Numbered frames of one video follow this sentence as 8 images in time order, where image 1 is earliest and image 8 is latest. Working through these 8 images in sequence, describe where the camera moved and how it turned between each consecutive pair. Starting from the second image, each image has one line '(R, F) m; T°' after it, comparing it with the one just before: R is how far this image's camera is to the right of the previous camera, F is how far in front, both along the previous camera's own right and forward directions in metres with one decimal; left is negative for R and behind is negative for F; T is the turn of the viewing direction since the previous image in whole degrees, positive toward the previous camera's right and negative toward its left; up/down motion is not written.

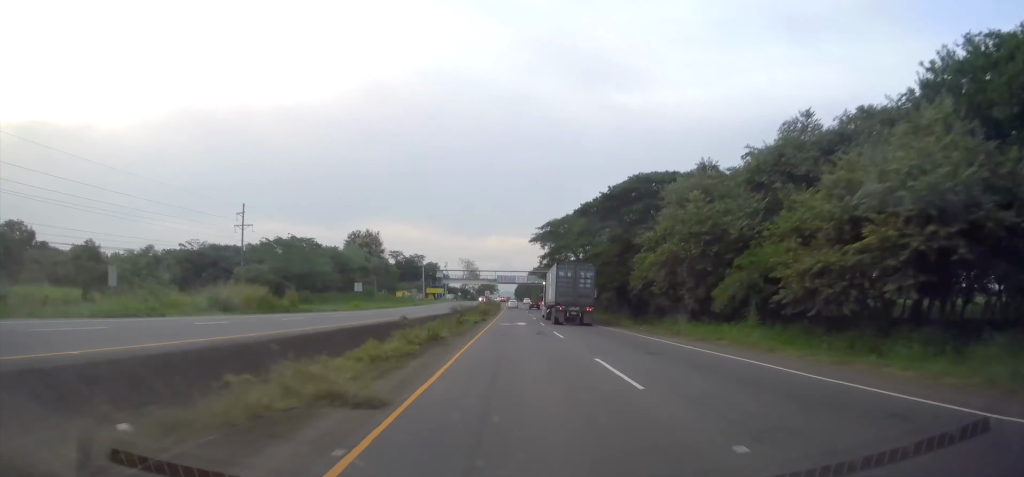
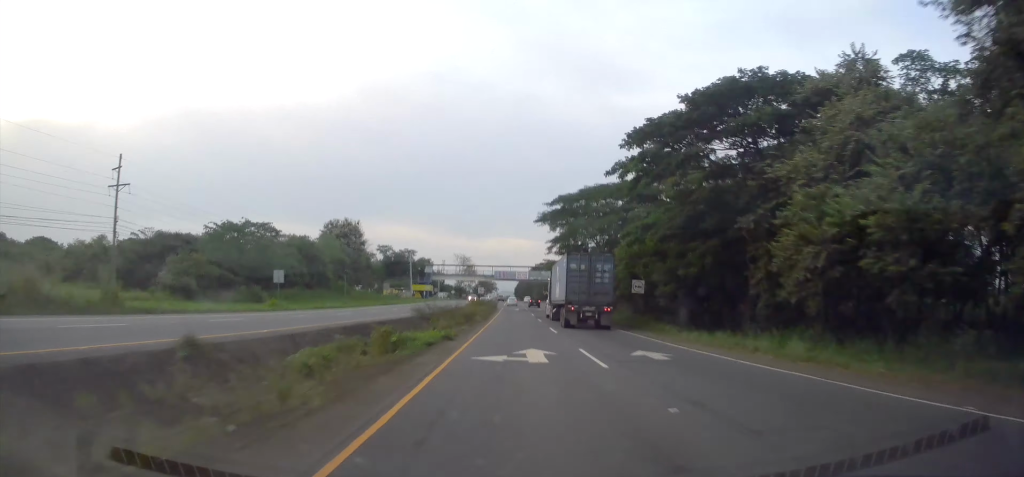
(-0.4, +22.8) m; 0°
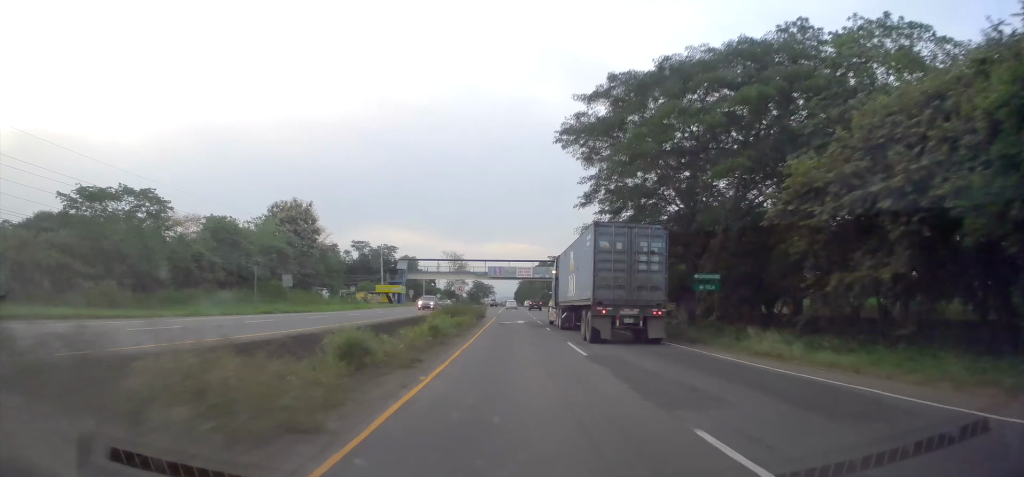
(+0.6, +37.2) m; 0°
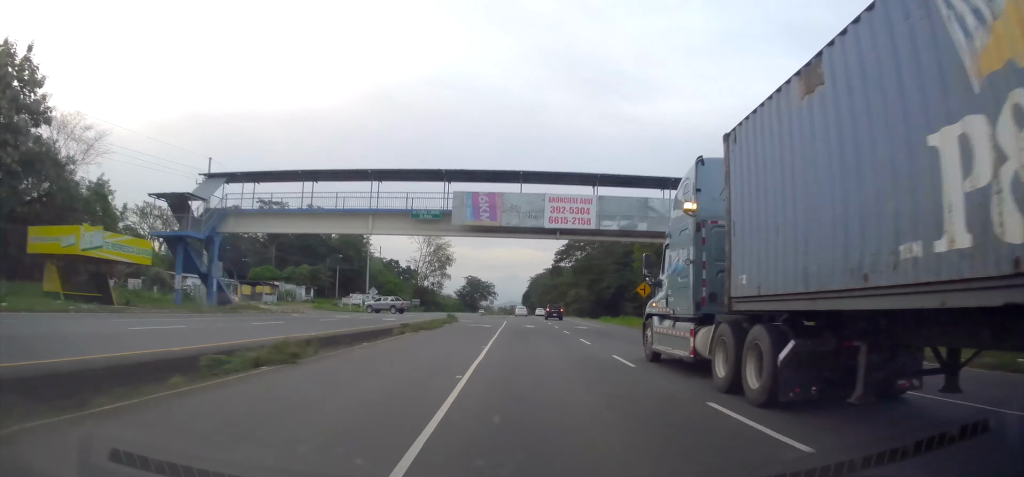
(-0.7, +82.5) m; 0°
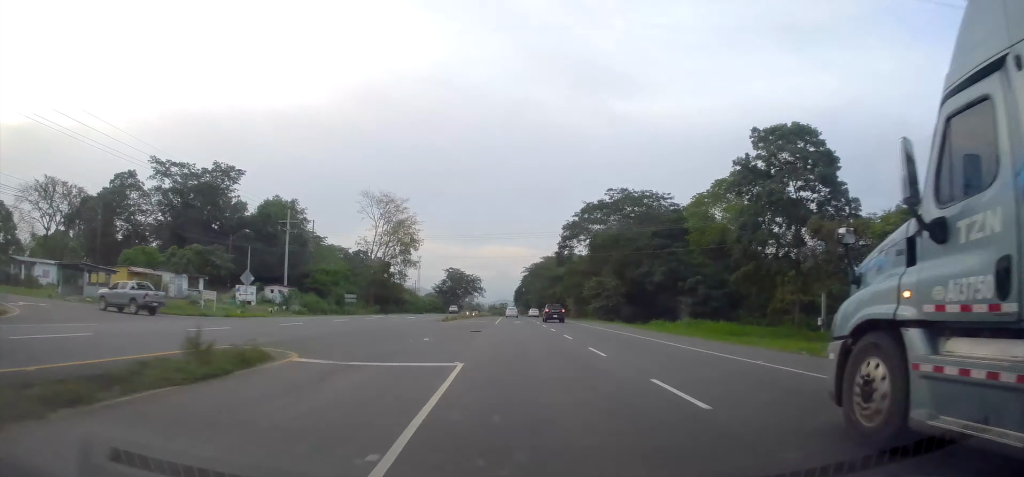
(+0.2, +37.0) m; +1°
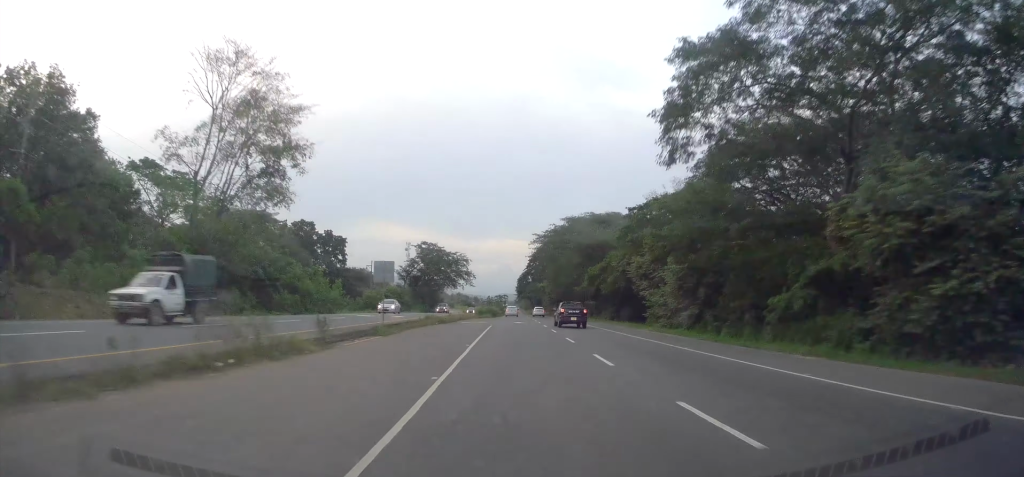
(+0.1, +57.2) m; -1°
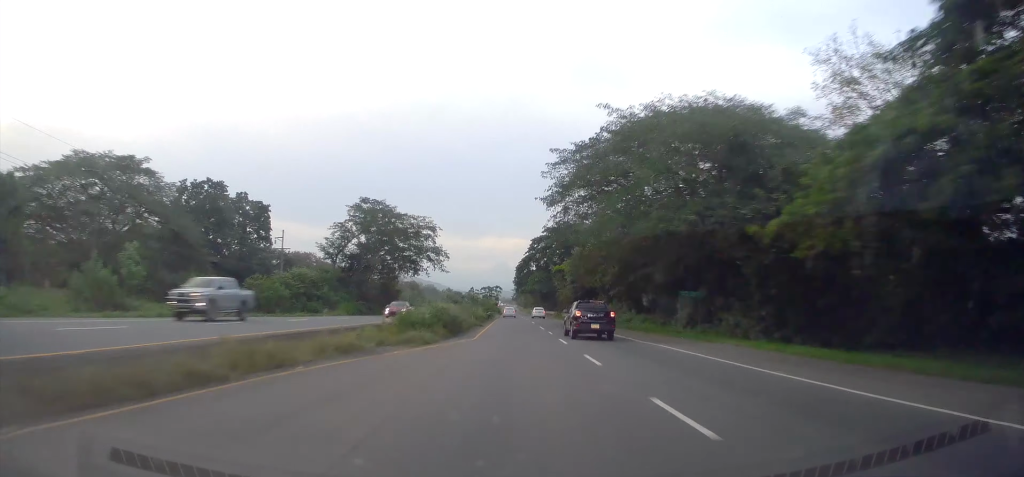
(-0.6, +47.0) m; 0°
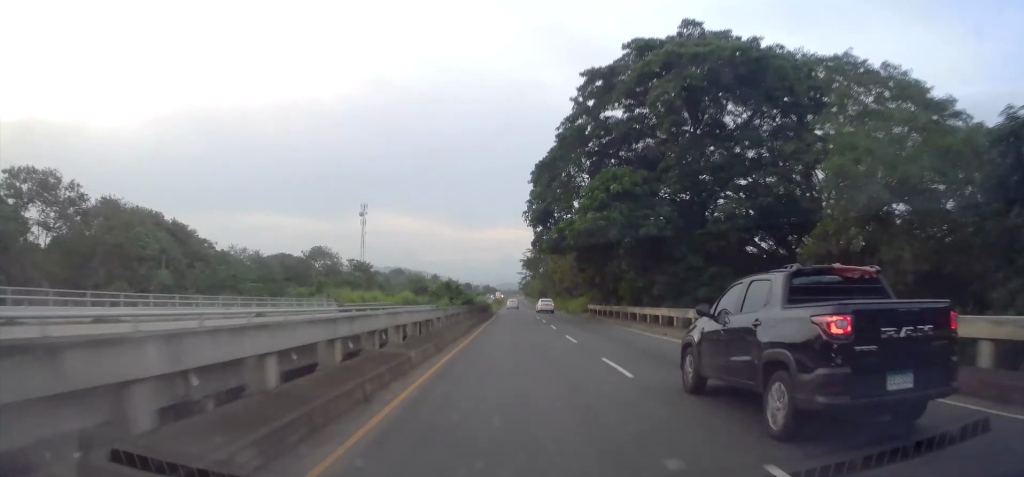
(+0.6, +86.0) m; +1°
